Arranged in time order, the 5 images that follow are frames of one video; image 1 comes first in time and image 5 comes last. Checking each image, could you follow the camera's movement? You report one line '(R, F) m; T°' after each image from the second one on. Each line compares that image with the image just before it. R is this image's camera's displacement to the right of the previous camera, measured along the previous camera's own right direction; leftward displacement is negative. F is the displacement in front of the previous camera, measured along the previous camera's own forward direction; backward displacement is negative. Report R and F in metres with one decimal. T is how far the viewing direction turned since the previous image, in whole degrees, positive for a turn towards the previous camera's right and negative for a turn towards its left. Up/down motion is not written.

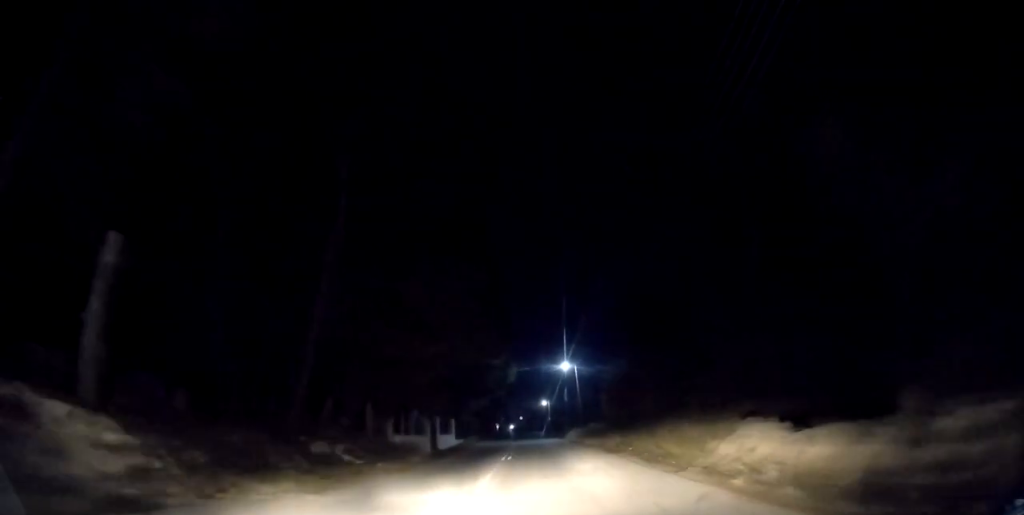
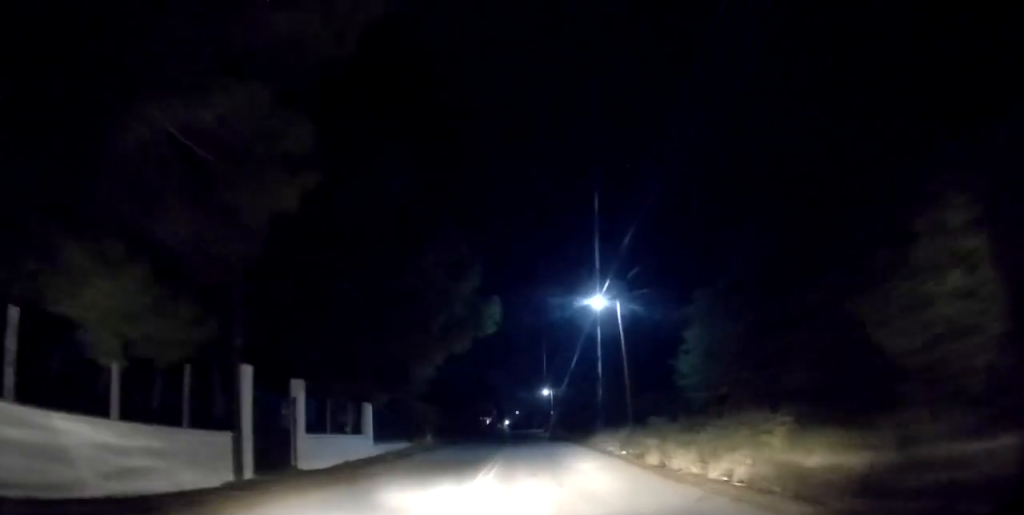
(+0.8, +22.7) m; +1°
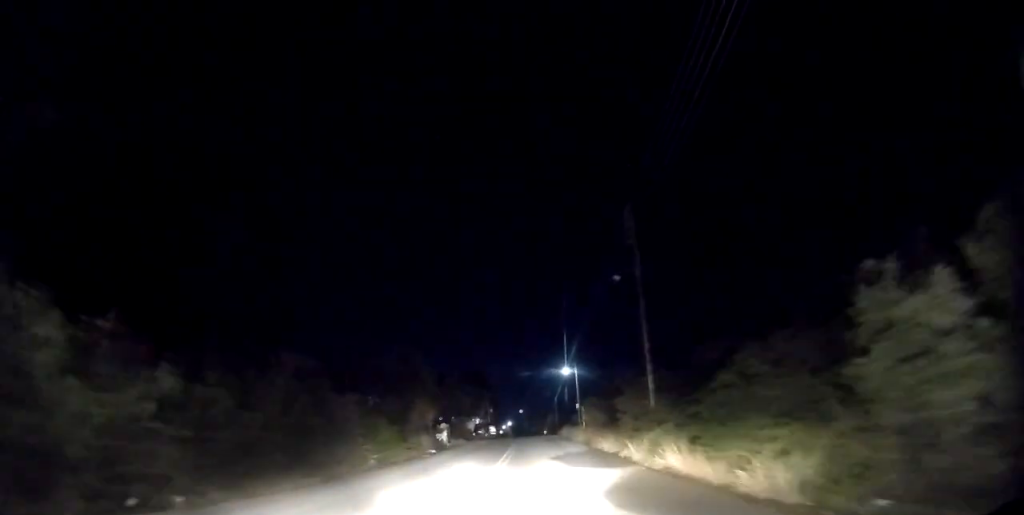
(-0.4, +33.8) m; +2°
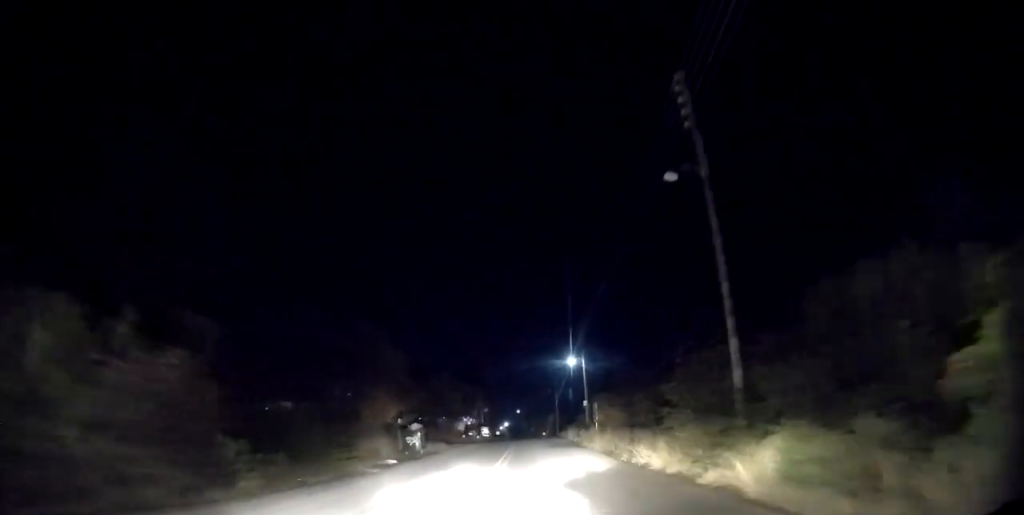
(+0.3, +8.2) m; +1°
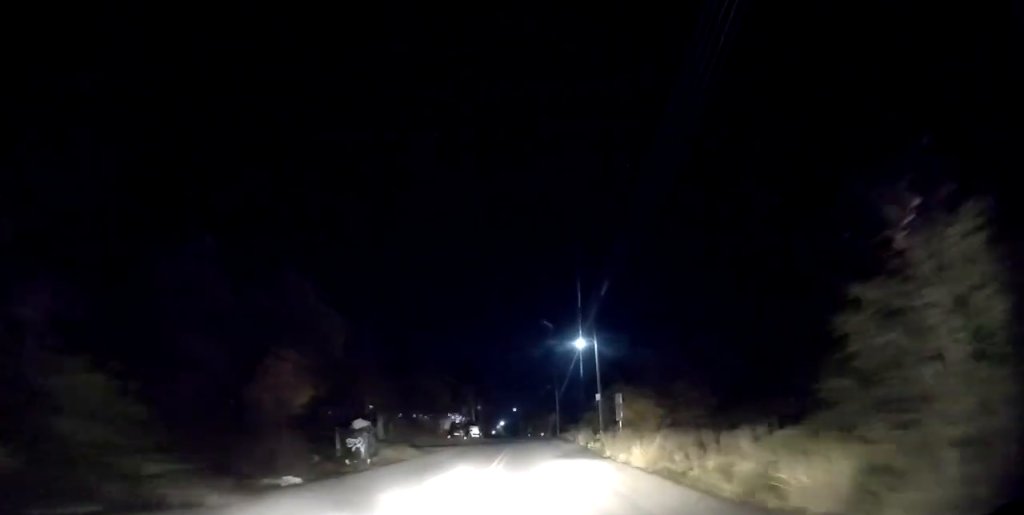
(-0.2, +8.6) m; -2°
